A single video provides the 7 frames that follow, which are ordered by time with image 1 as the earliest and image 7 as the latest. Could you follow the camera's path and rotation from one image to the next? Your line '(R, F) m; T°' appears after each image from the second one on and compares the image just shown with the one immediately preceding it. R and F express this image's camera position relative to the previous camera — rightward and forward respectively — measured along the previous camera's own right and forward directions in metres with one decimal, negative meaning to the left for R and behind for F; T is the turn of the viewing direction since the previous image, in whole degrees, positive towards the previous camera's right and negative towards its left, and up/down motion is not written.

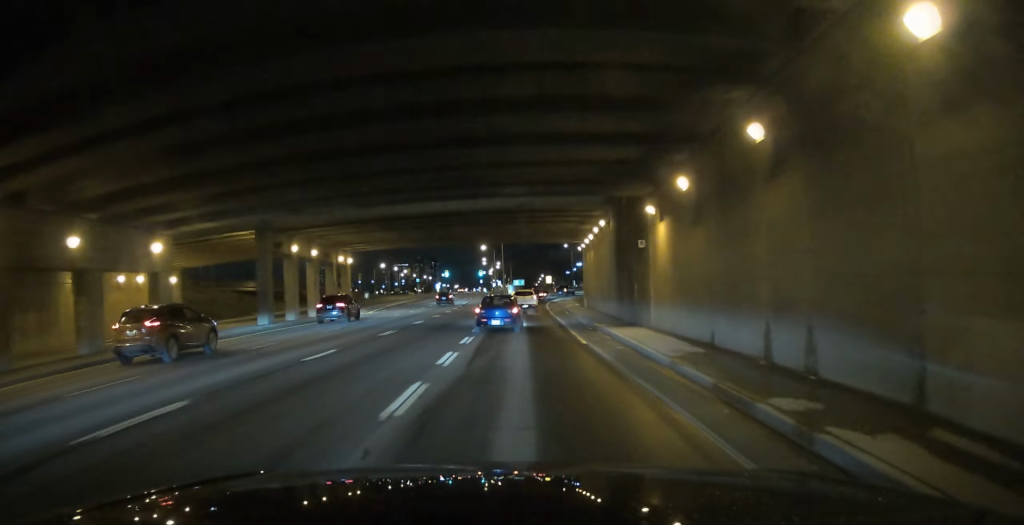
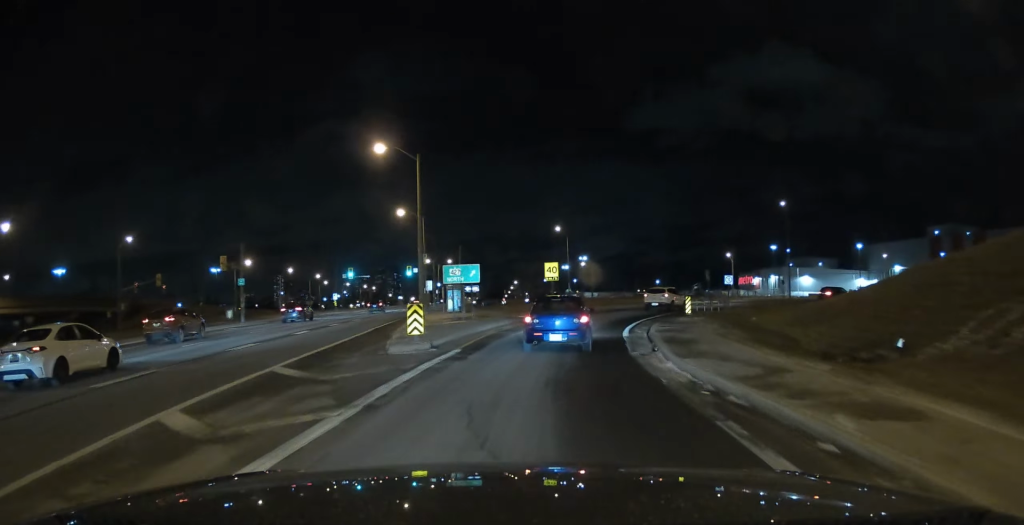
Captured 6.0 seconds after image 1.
(+1.1, +80.5) m; +6°
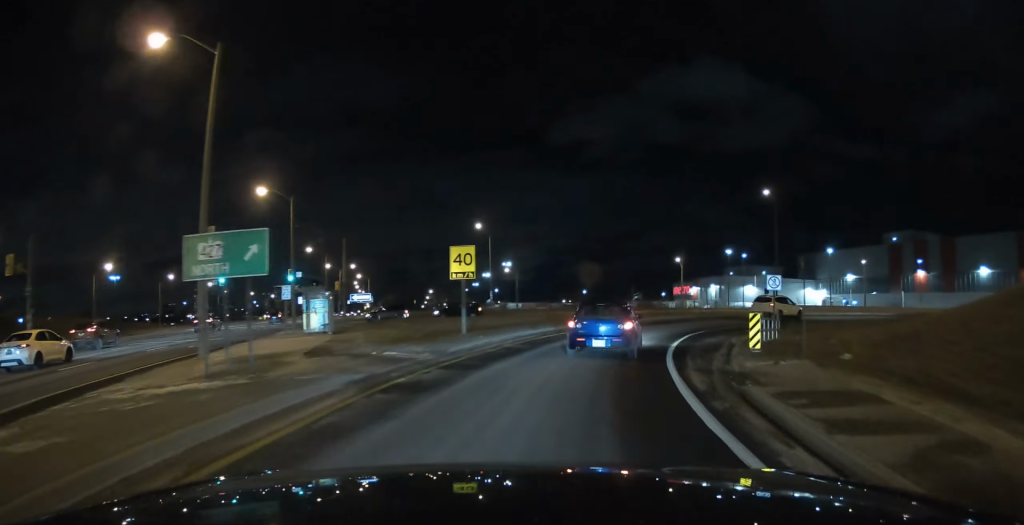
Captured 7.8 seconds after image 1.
(-0.4, +20.9) m; +6°
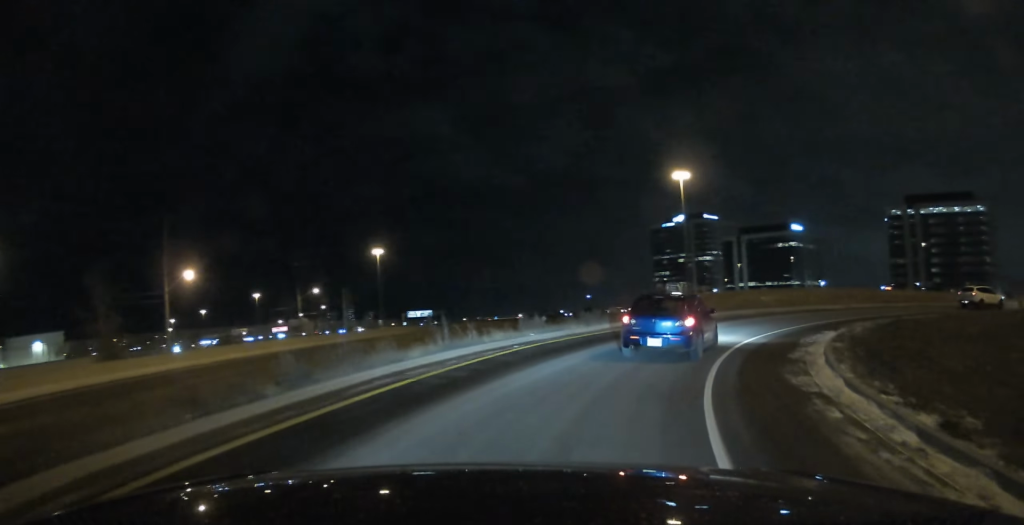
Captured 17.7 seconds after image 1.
(+64.0, +50.2) m; +119°
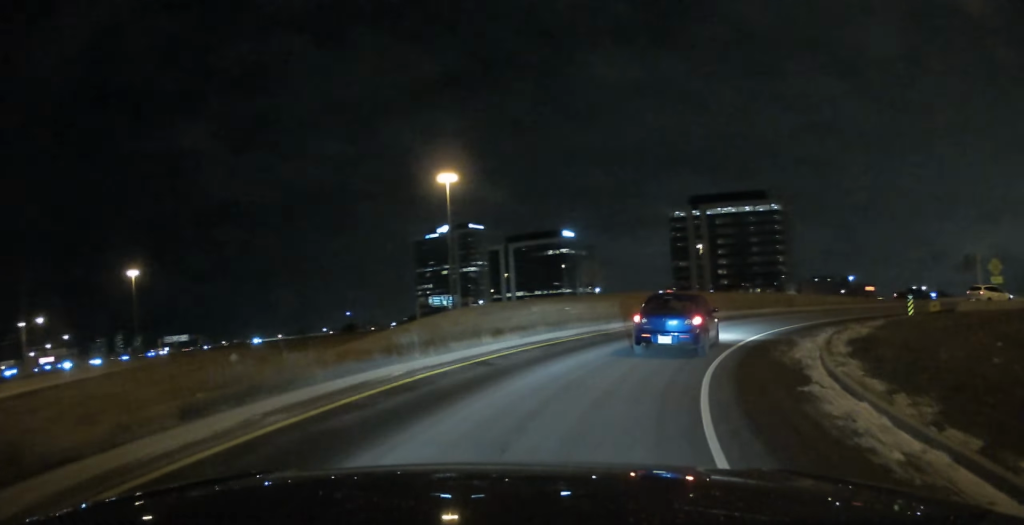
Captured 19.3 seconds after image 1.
(+1.9, +15.2) m; +21°
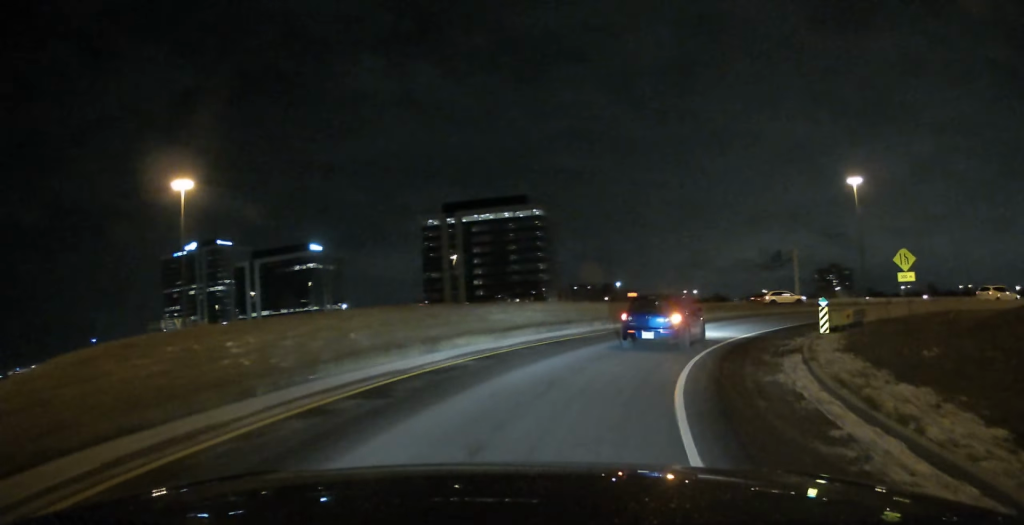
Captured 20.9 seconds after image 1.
(+4.4, +15.5) m; +20°
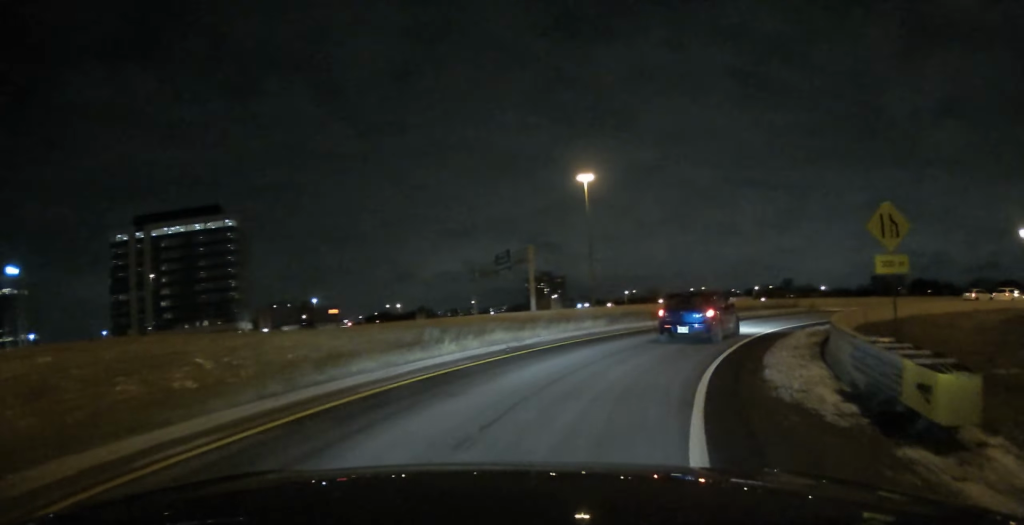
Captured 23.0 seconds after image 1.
(+3.3, +20.2) m; +25°
